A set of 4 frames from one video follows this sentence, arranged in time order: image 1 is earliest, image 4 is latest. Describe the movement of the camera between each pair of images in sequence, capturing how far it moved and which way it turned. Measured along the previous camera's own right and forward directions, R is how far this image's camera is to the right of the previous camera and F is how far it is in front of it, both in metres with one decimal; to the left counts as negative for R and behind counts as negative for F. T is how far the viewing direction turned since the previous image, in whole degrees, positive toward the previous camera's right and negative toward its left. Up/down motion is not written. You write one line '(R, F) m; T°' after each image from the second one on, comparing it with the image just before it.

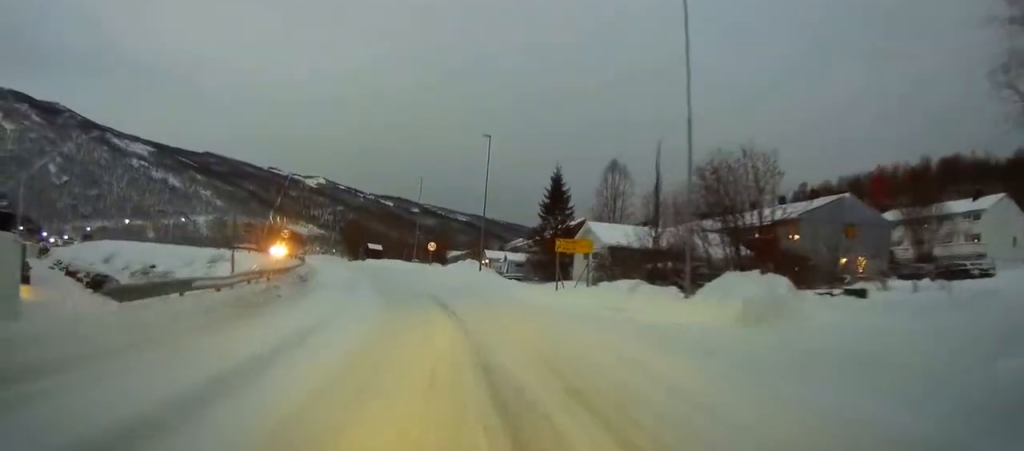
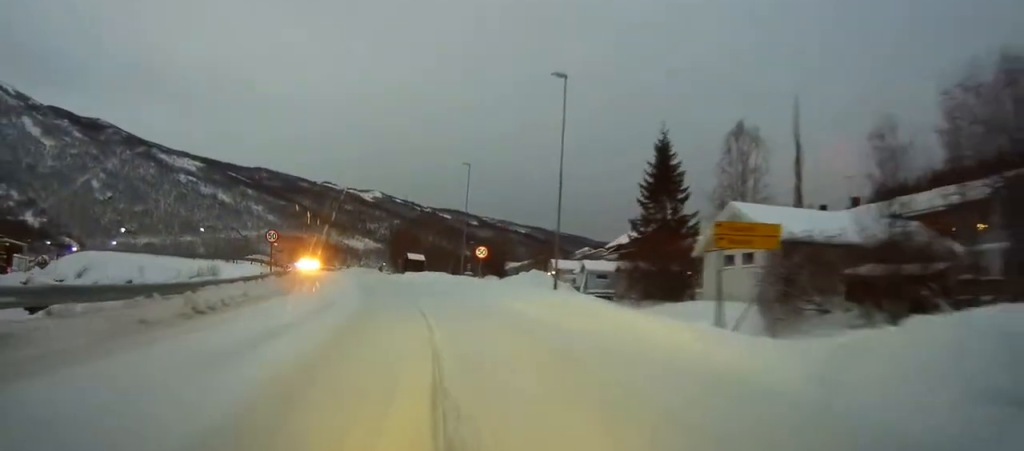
(-0.5, +17.0) m; -2°
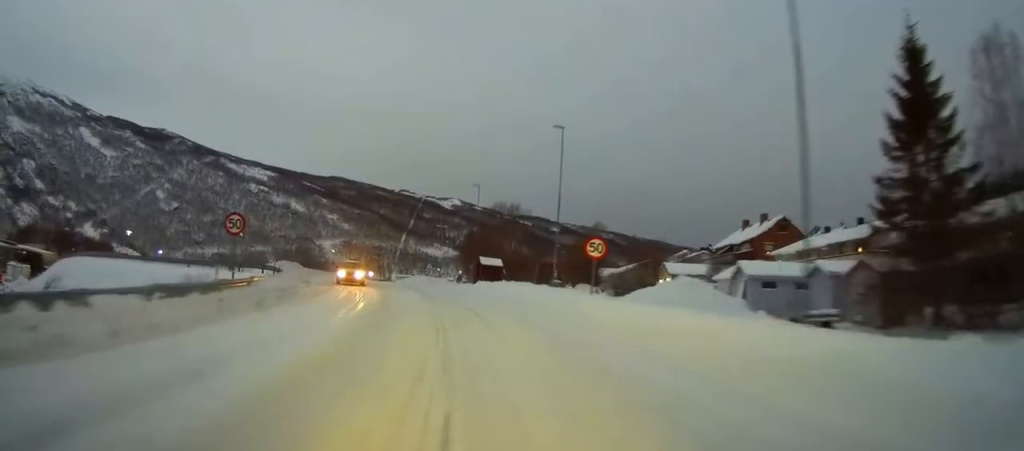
(+0.1, +15.9) m; +1°
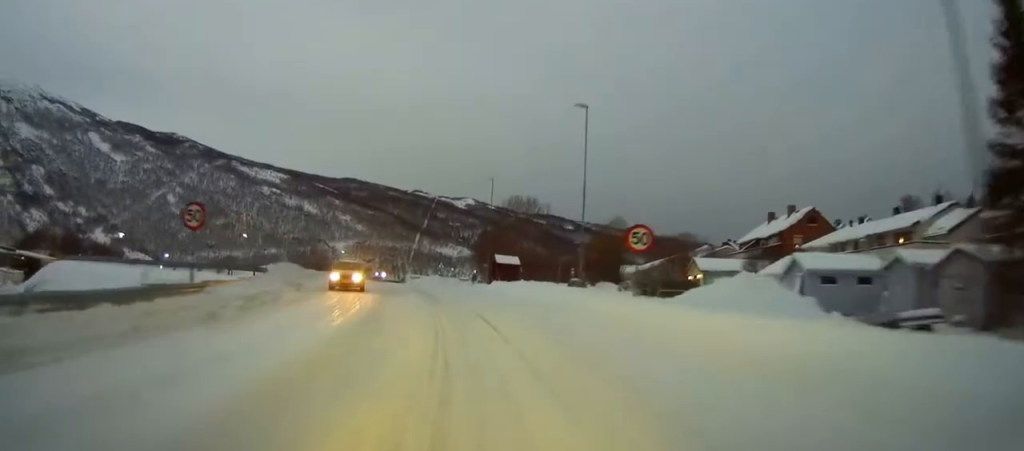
(0.0, +4.1) m; 0°
